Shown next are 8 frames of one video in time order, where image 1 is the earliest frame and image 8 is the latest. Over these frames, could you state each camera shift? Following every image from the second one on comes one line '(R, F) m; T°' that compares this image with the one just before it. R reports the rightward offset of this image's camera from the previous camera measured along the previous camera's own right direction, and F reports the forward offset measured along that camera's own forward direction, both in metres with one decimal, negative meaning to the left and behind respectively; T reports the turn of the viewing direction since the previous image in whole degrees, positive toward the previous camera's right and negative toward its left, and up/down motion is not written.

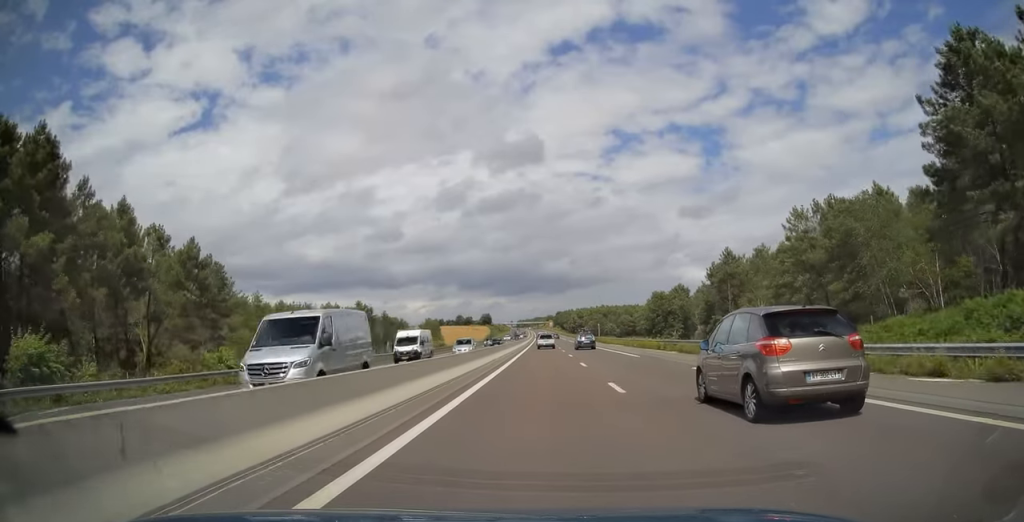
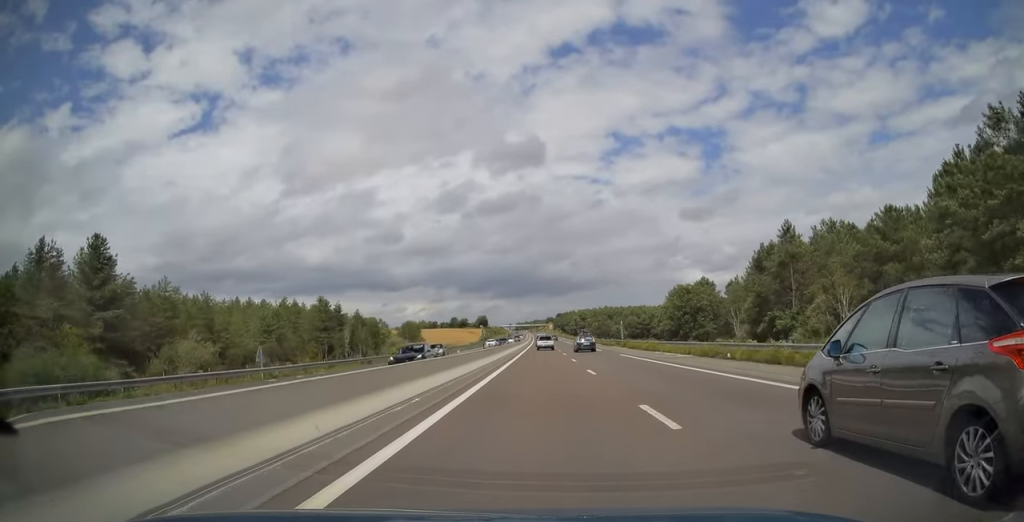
(0.0, +31.3) m; 0°
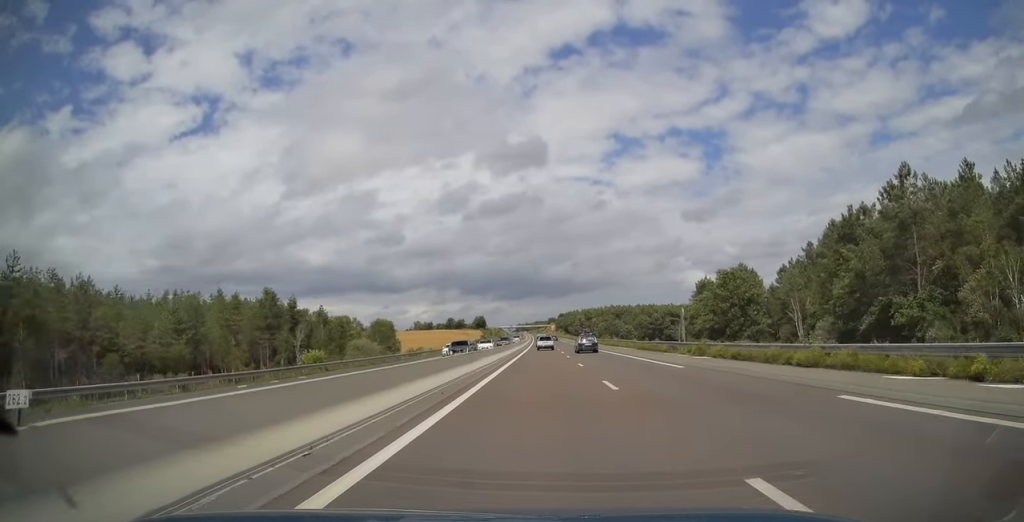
(0.0, +31.9) m; 0°
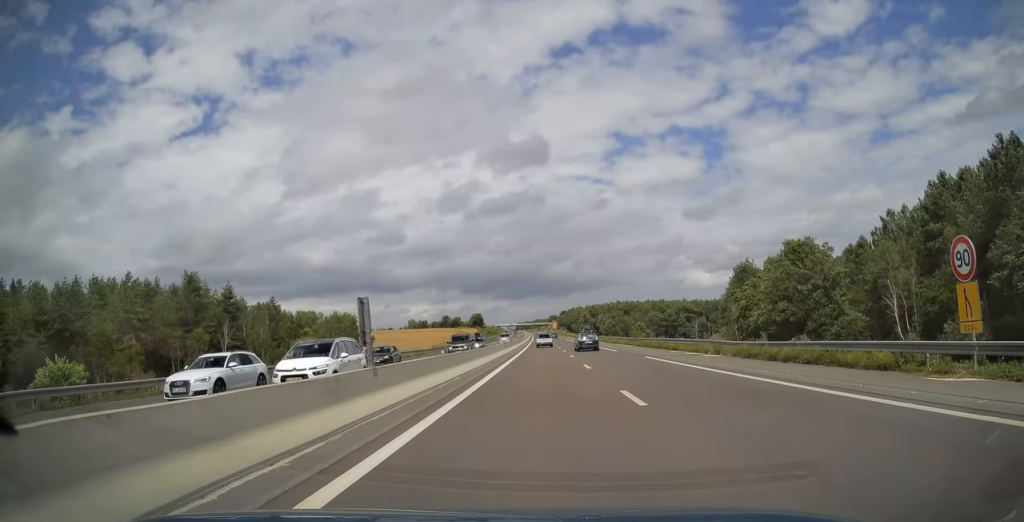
(-0.1, +30.1) m; 0°
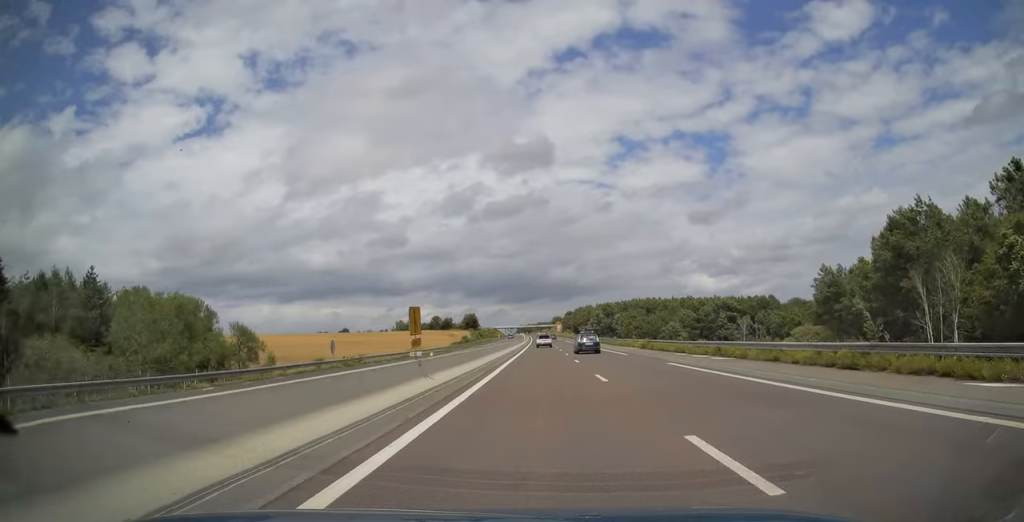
(-0.2, +58.4) m; 0°
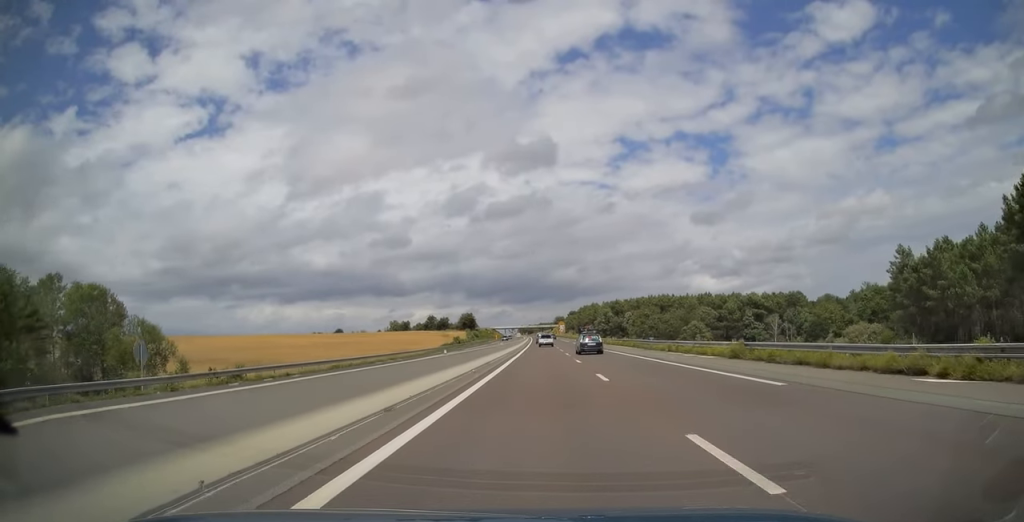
(0.0, +26.0) m; 0°
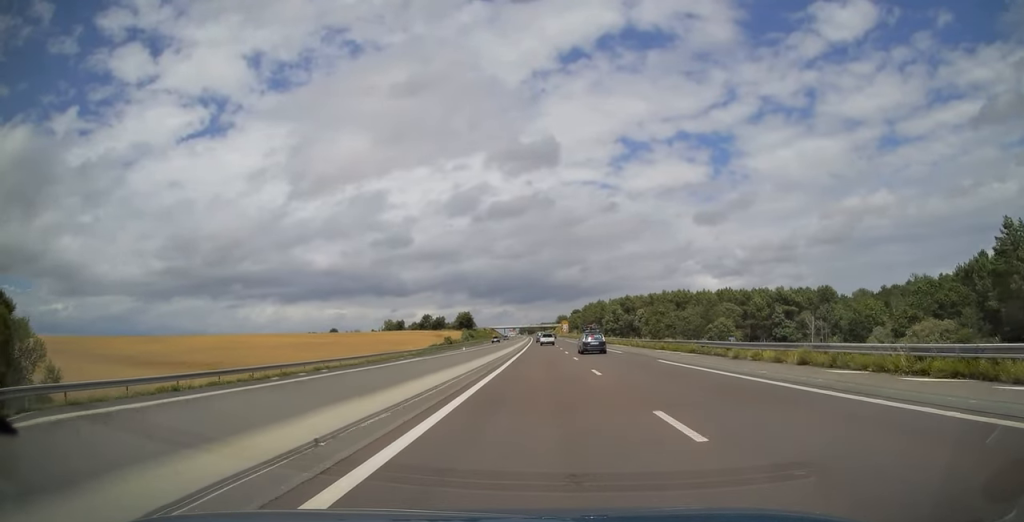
(0.0, +23.5) m; 0°
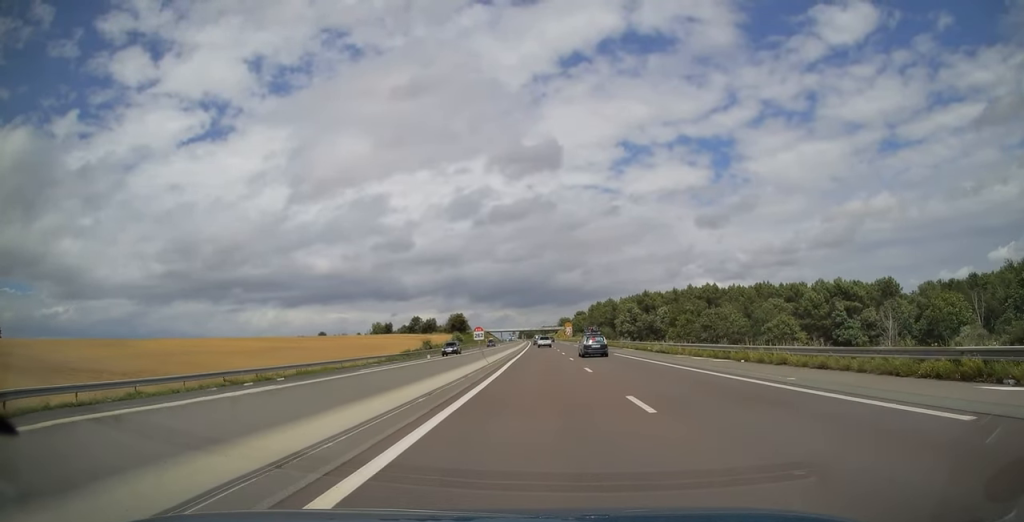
(0.0, +35.6) m; 0°
